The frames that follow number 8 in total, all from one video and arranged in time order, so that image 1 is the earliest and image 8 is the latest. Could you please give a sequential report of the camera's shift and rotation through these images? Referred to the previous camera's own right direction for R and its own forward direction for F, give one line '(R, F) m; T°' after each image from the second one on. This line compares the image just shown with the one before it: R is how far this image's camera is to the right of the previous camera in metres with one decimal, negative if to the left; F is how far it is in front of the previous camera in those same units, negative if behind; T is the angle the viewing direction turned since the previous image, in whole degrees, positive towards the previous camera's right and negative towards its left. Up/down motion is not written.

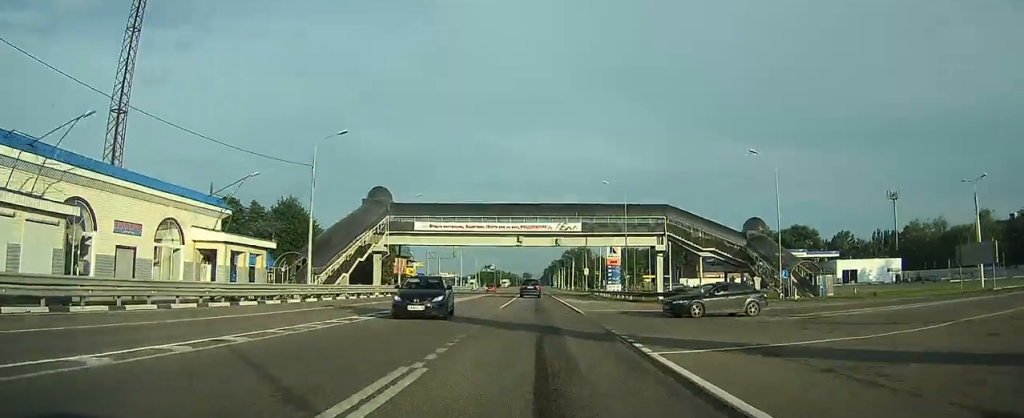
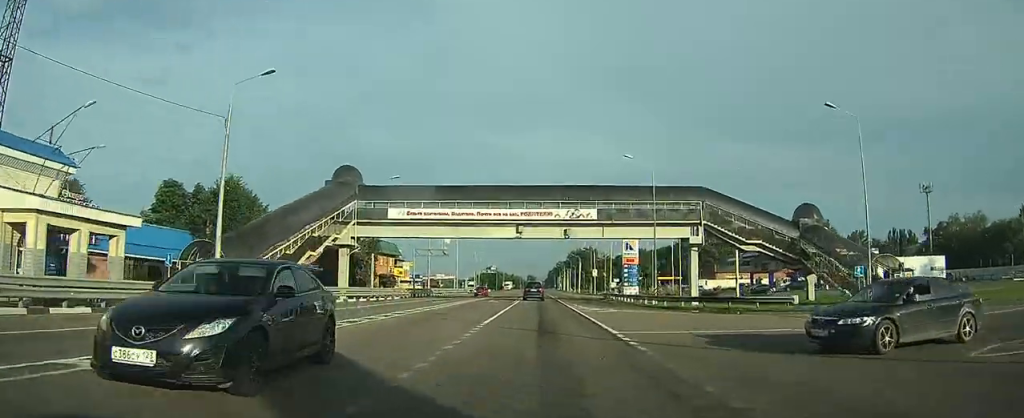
(0.0, +14.7) m; 0°
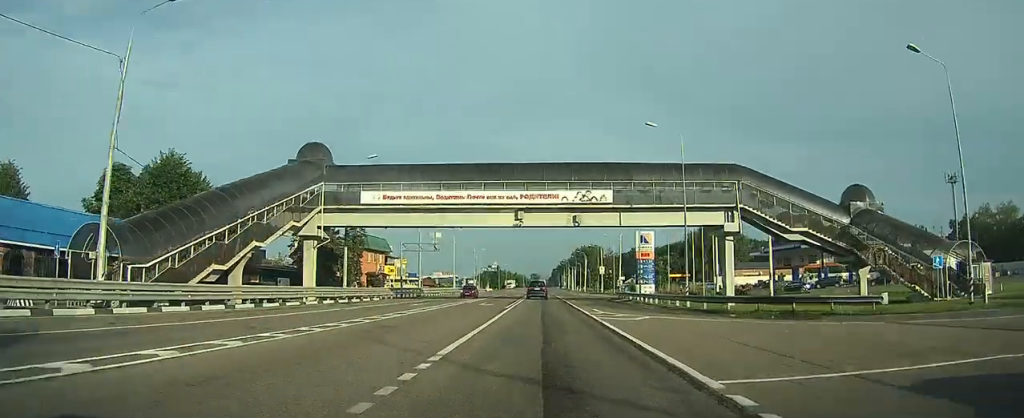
(0.0, +9.8) m; 0°
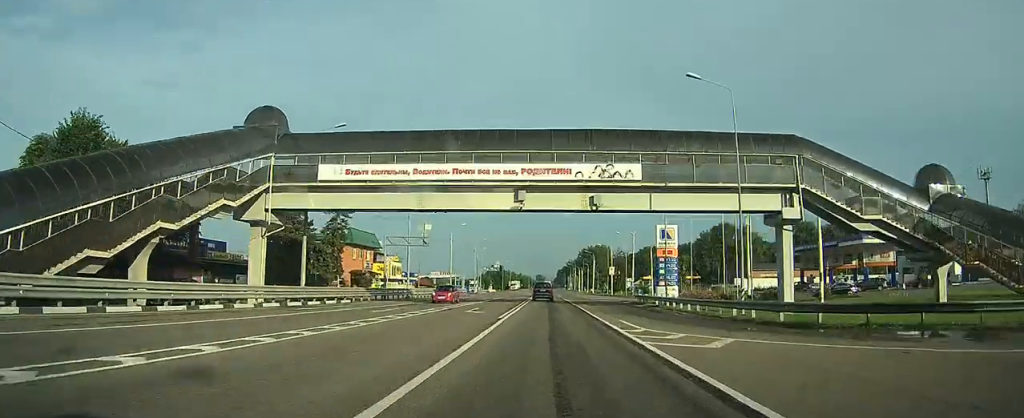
(0.0, +10.5) m; 0°
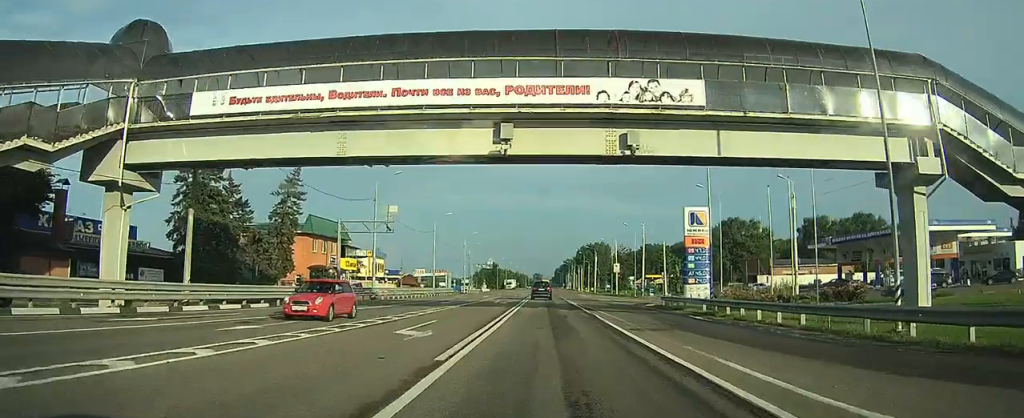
(0.0, +13.8) m; 0°
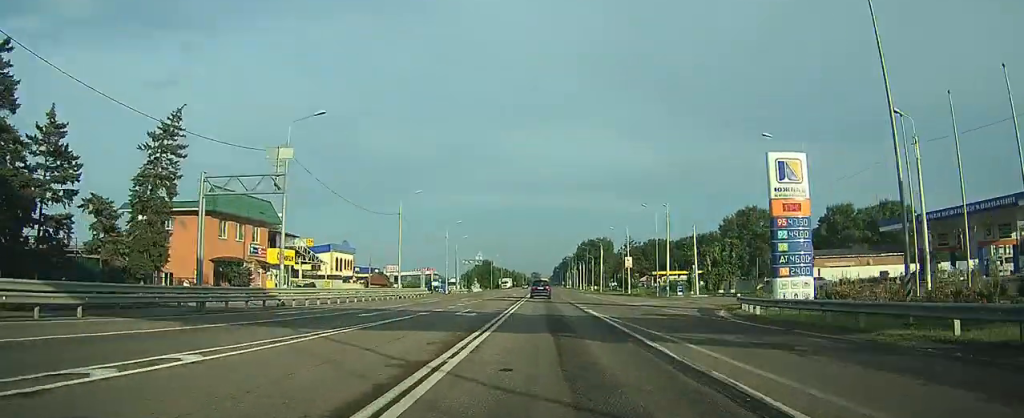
(0.0, +20.0) m; 0°
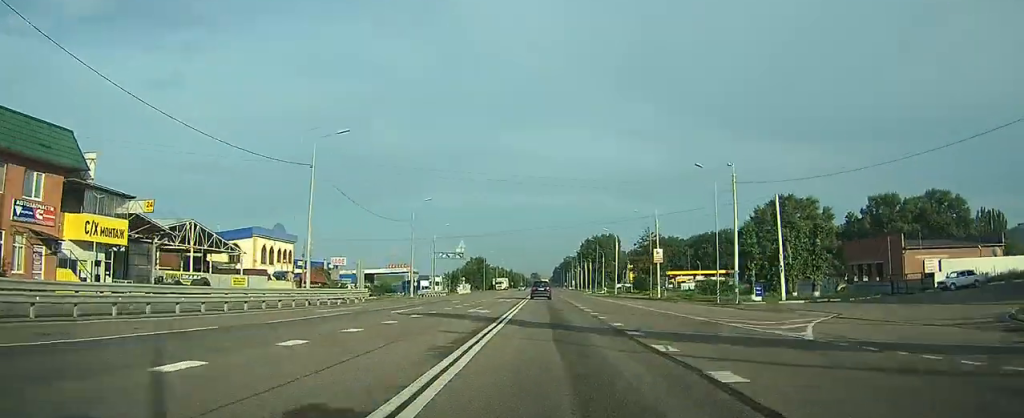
(0.0, +25.5) m; 0°
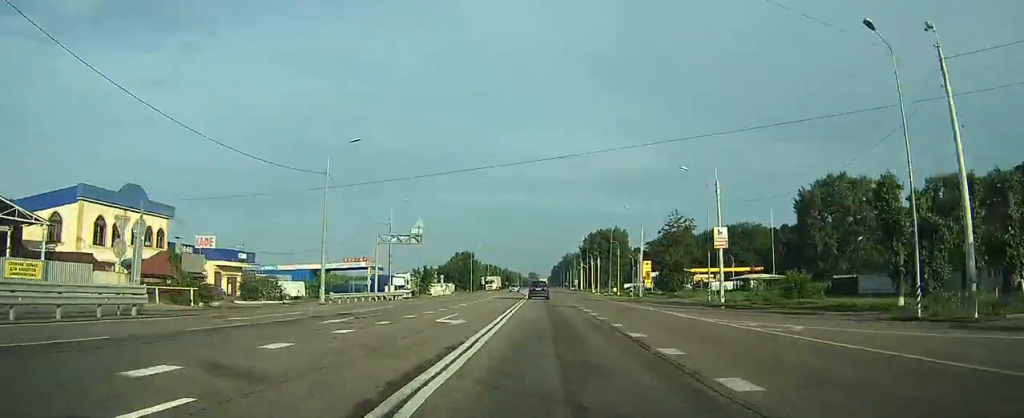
(0.0, +26.3) m; 0°
